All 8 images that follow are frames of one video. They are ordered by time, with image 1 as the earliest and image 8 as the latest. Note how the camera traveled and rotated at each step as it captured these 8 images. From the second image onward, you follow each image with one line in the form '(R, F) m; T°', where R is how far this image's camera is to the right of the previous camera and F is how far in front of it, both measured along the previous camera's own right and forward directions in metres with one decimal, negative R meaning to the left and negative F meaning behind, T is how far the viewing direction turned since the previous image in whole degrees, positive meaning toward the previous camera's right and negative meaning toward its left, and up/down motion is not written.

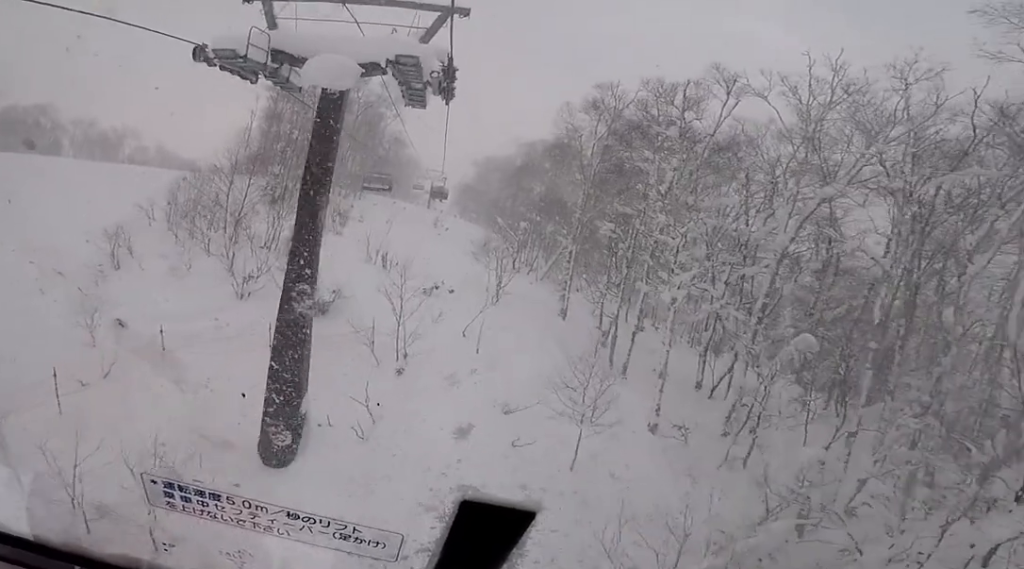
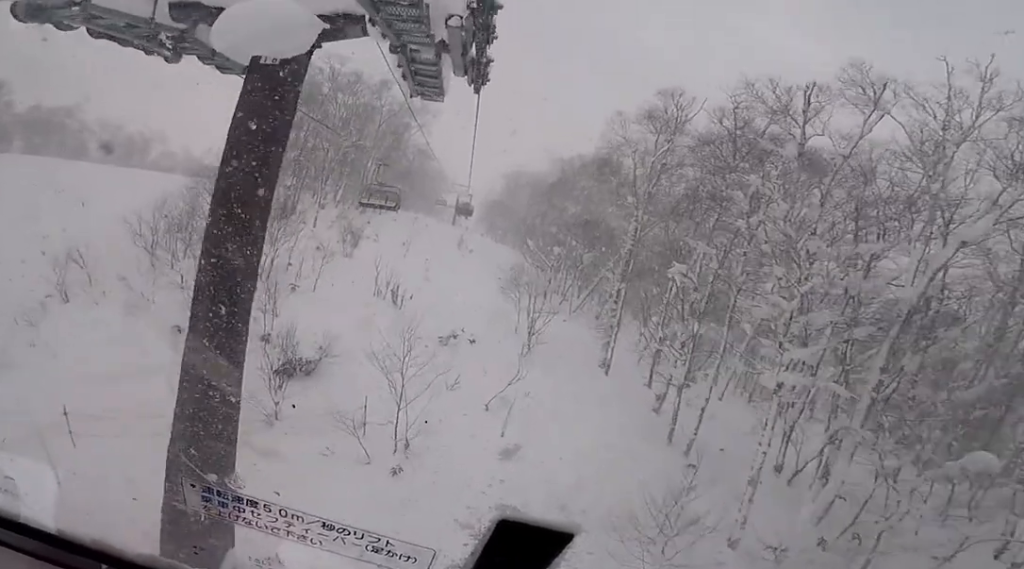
(+0.5, +4.6) m; -1°
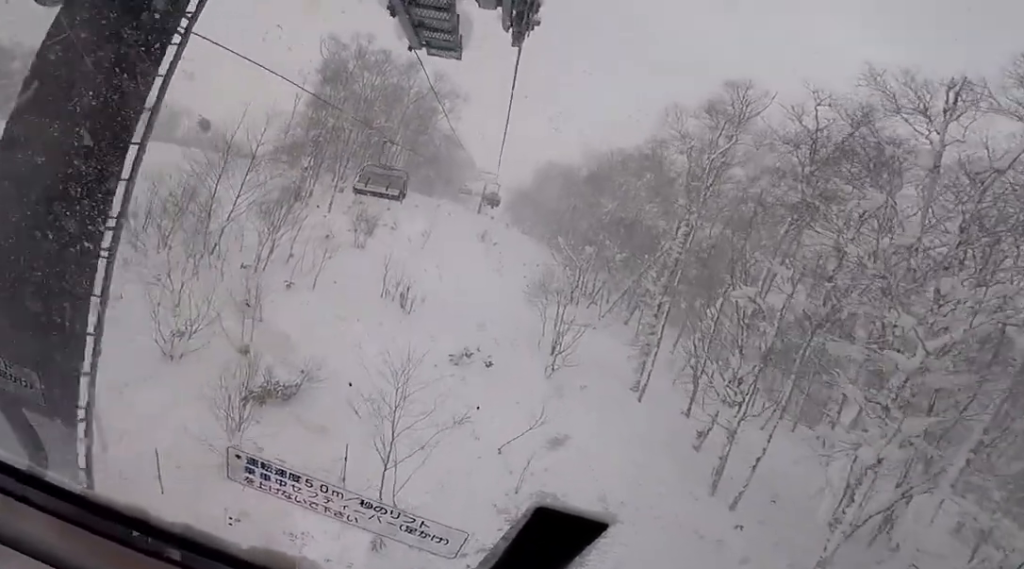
(-0.4, +2.9) m; -6°
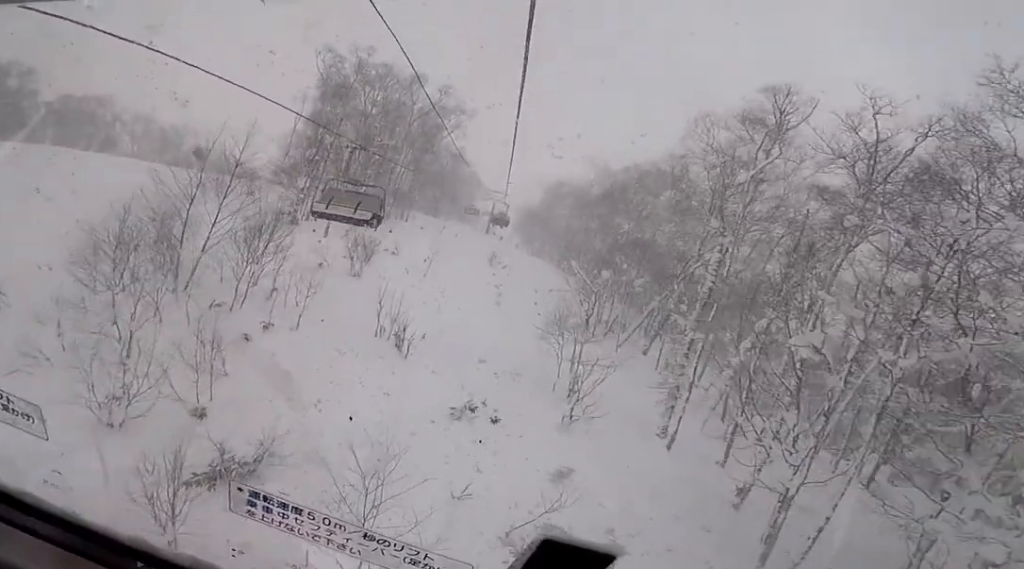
(-0.1, +2.6) m; +2°
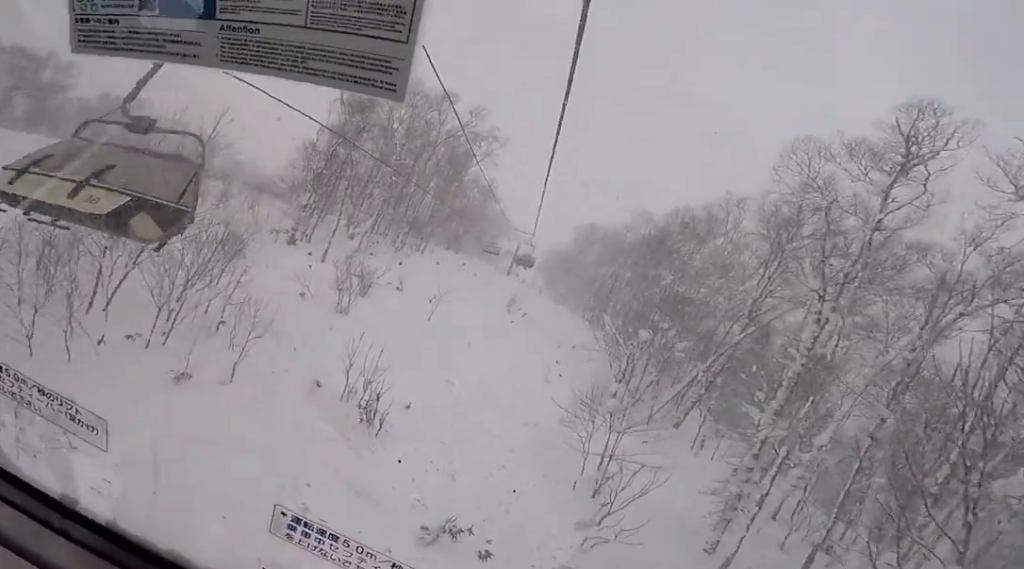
(+0.4, +5.0) m; +6°
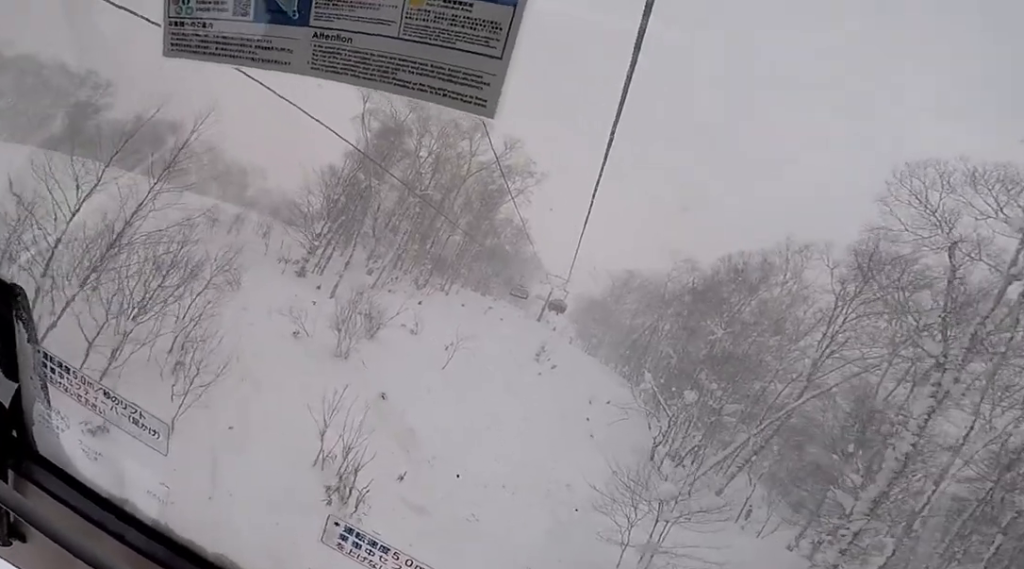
(+0.1, +3.0) m; +3°
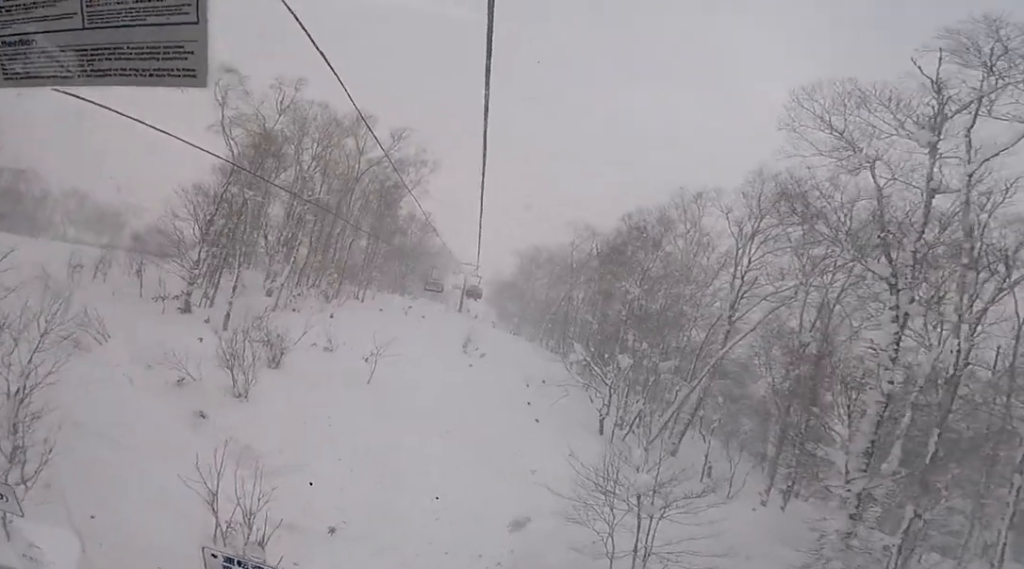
(-0.4, +2.1) m; +4°
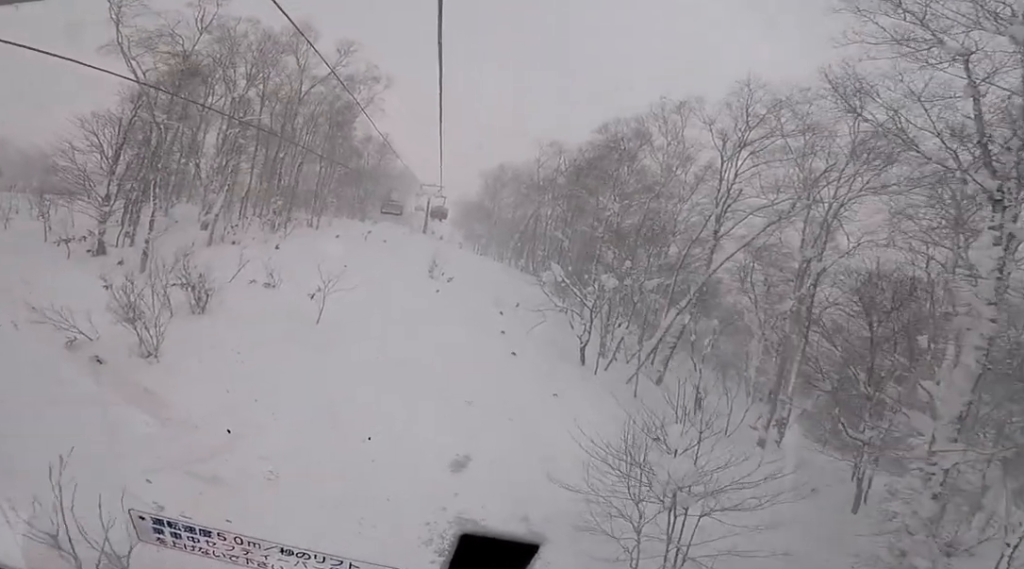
(+0.5, +2.8) m; +6°
